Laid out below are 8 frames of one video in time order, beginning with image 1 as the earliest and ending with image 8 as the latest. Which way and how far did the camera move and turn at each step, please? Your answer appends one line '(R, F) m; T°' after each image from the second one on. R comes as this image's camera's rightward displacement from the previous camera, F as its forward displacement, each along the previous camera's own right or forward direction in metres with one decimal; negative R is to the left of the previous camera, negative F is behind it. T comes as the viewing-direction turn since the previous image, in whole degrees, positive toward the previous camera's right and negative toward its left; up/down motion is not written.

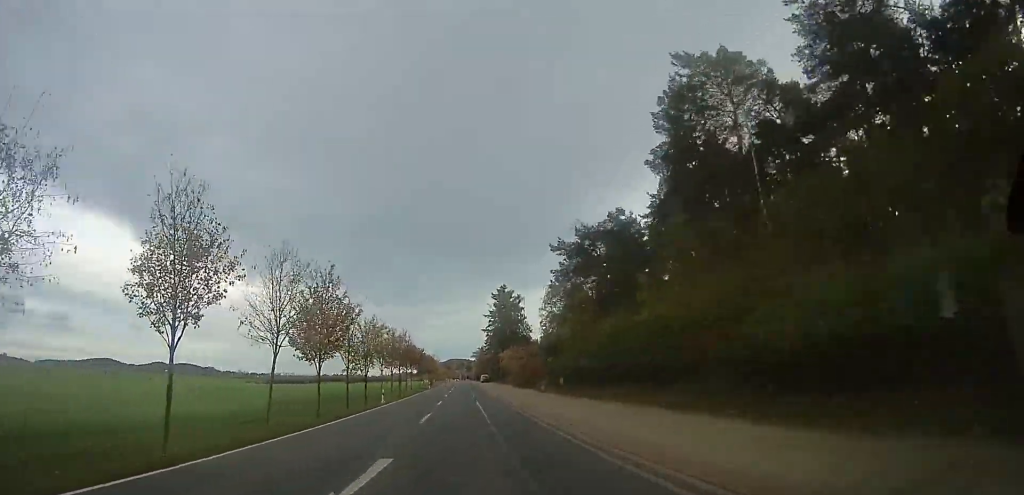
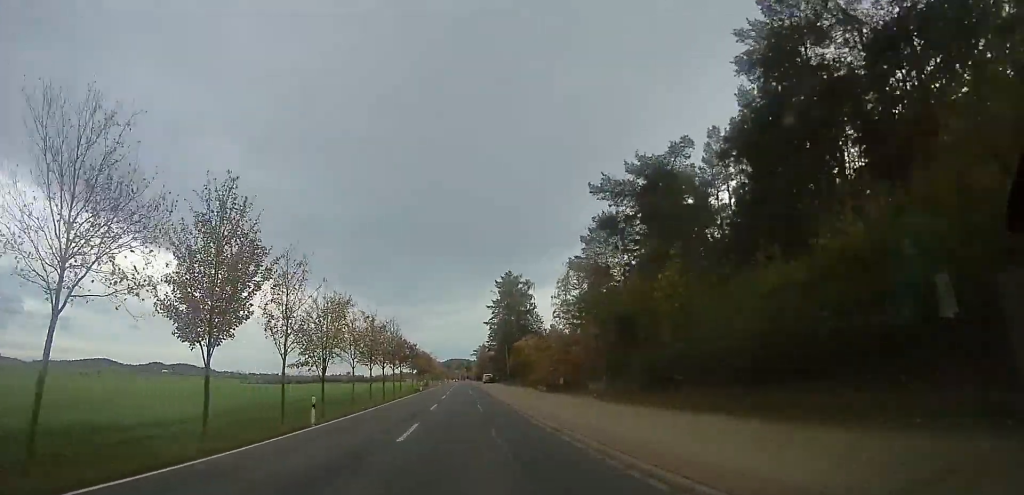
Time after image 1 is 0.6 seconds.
(0.0, +16.6) m; +1°
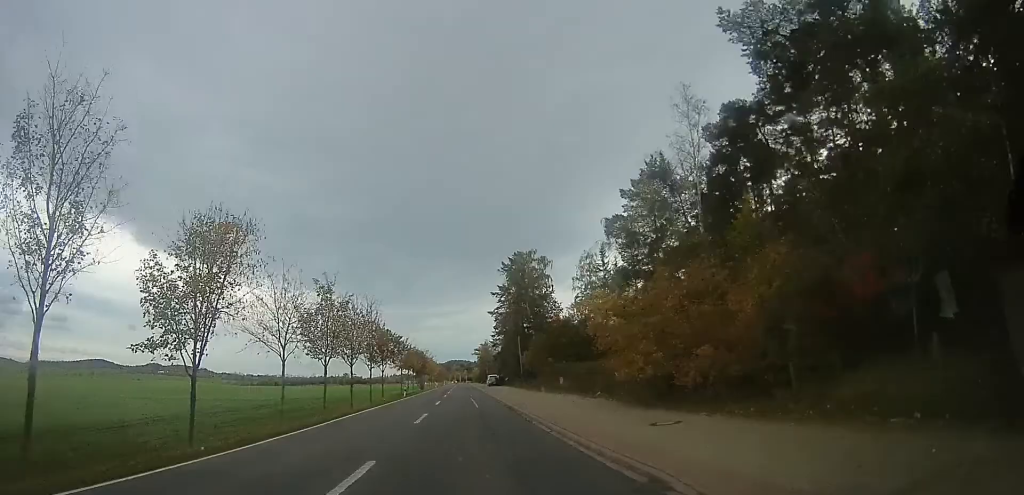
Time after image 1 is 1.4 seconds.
(+0.2, +19.2) m; +1°
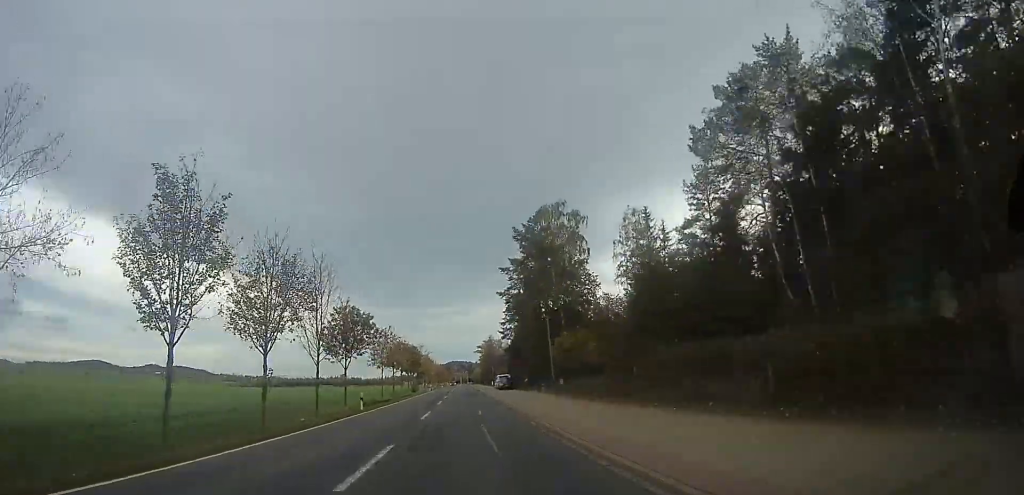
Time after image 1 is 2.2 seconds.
(0.0, +21.7) m; -1°
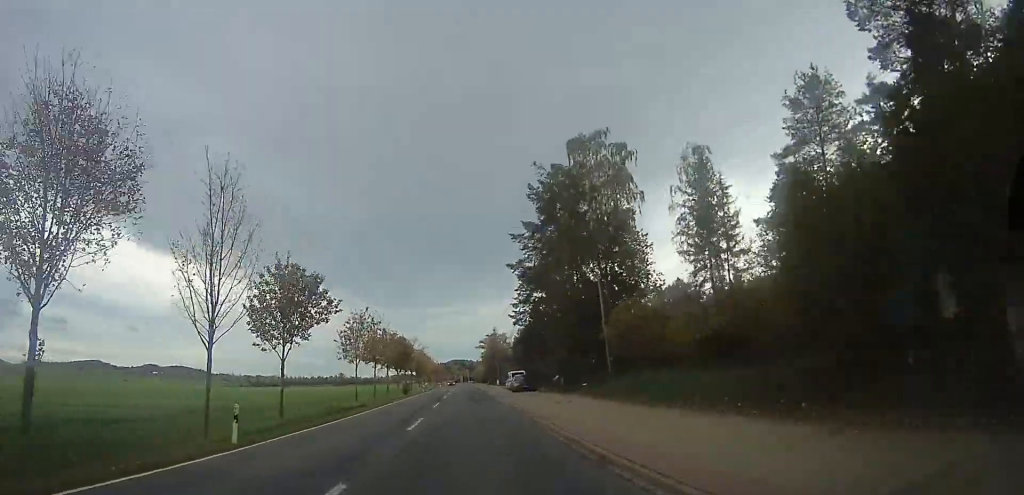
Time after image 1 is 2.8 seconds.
(-0.1, +16.5) m; 0°
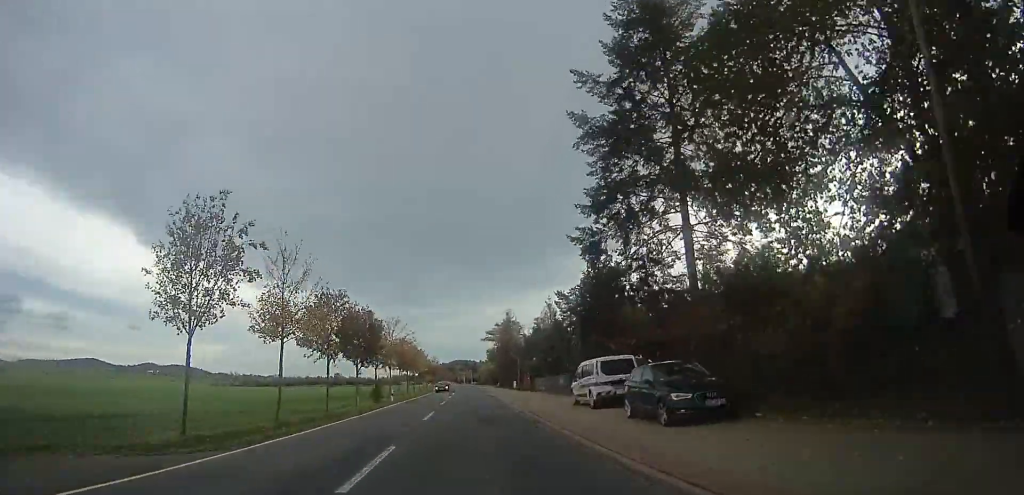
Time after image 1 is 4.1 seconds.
(-0.2, +32.1) m; 0°
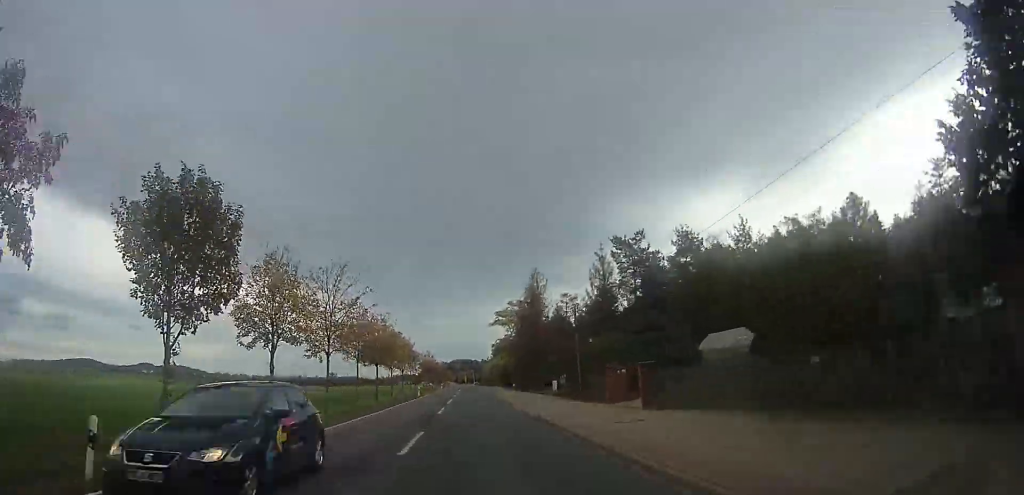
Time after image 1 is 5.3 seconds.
(0.0, +32.8) m; 0°
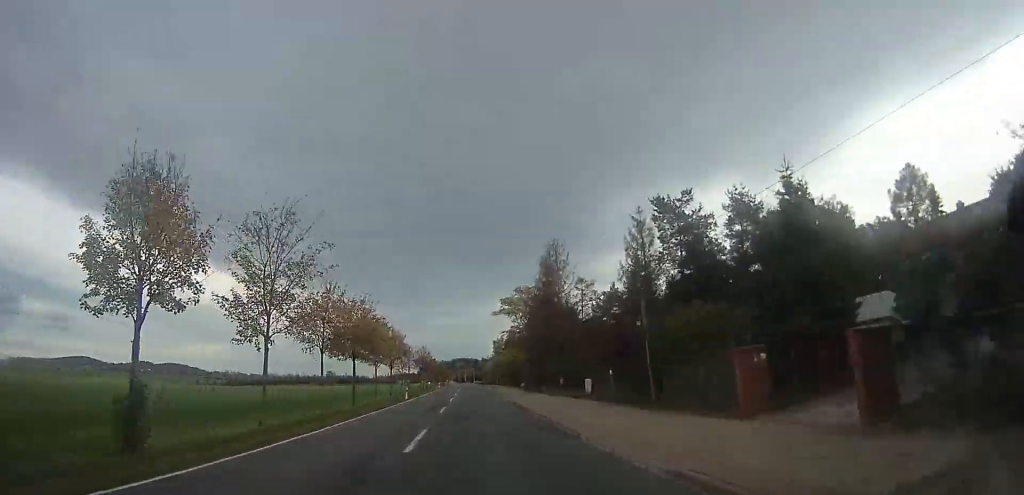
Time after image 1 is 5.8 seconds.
(-0.1, +11.9) m; 0°
